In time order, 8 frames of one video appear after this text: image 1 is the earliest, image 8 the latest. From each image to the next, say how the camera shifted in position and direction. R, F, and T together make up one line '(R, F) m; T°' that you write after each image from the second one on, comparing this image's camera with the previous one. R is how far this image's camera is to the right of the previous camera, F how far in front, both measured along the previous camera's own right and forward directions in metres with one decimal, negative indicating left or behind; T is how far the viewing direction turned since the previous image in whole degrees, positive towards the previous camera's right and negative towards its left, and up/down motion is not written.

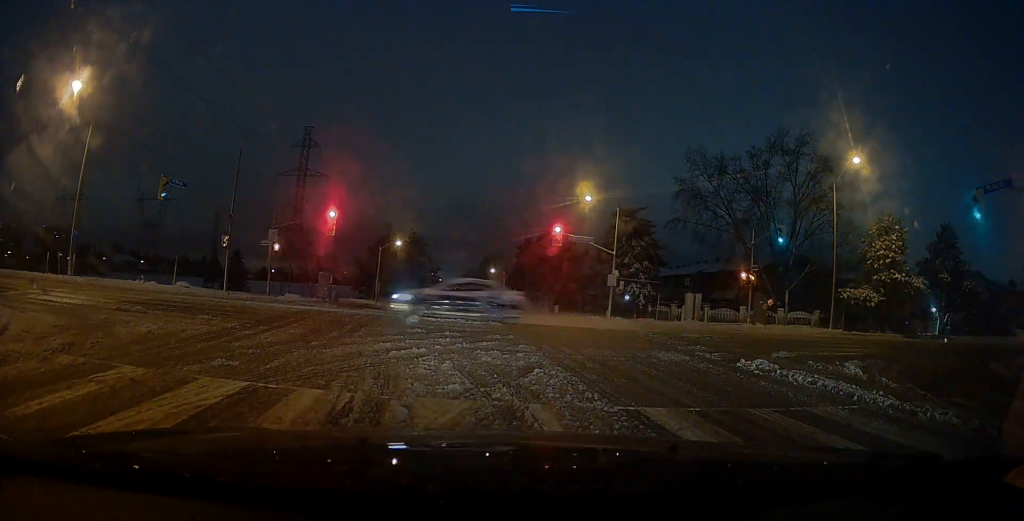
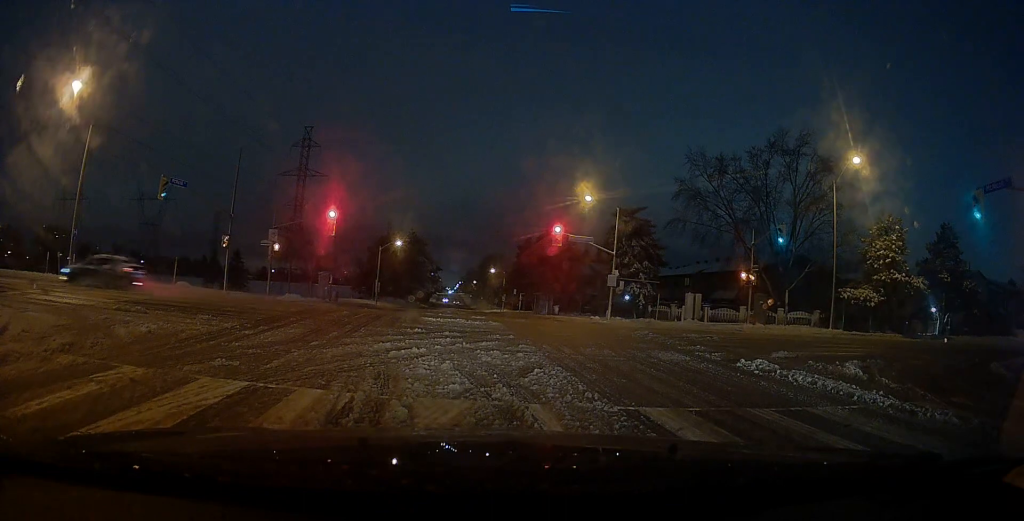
(0.0, 0.0) m; 0°
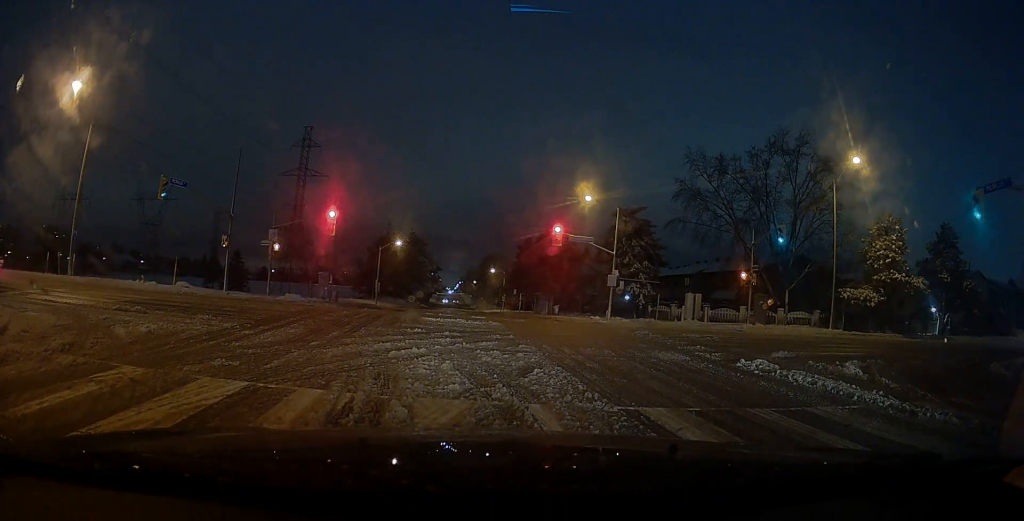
(0.0, 0.0) m; 0°
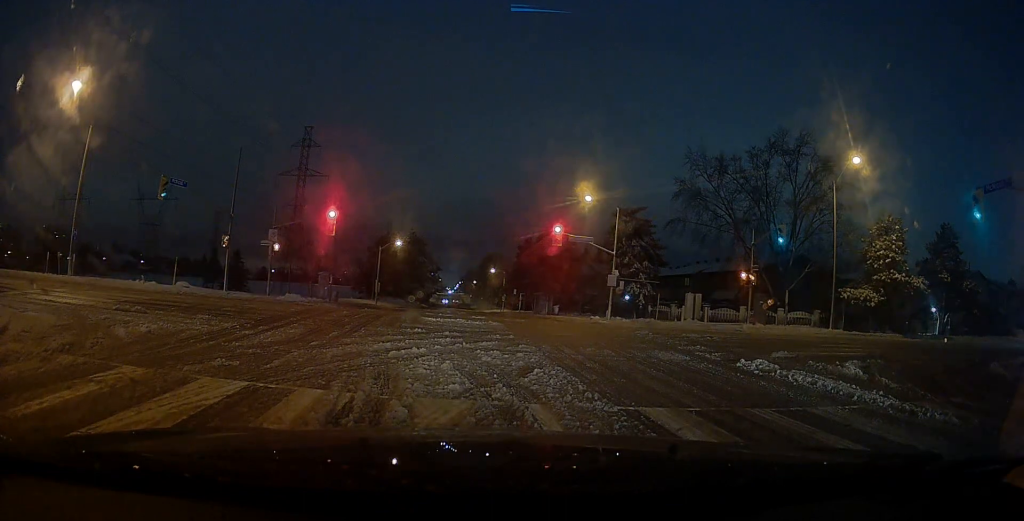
(0.0, 0.0) m; 0°
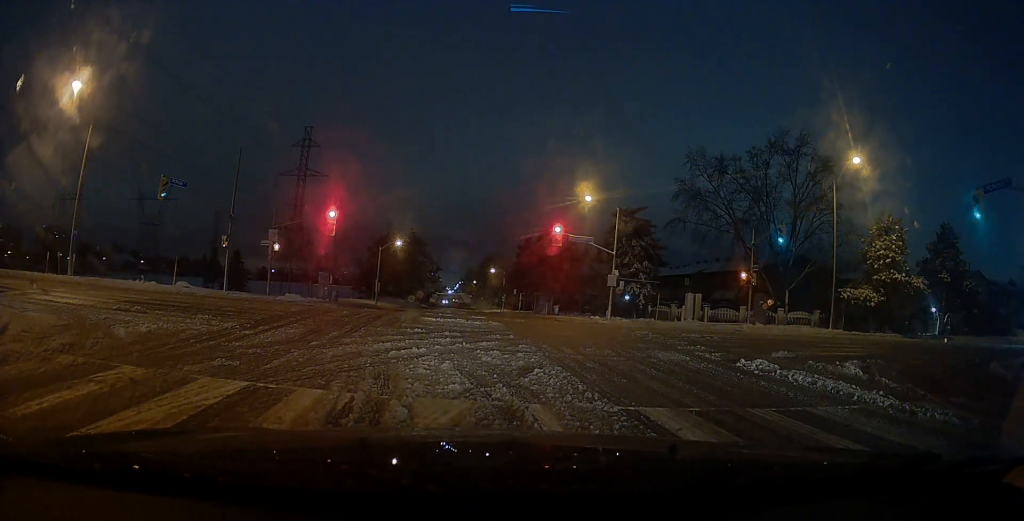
(0.0, 0.0) m; 0°
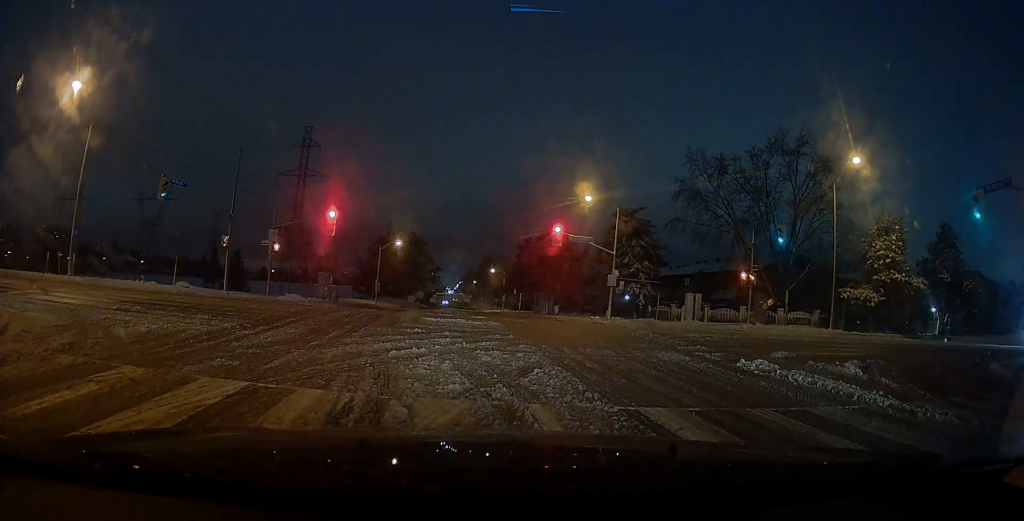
(0.0, 0.0) m; 0°
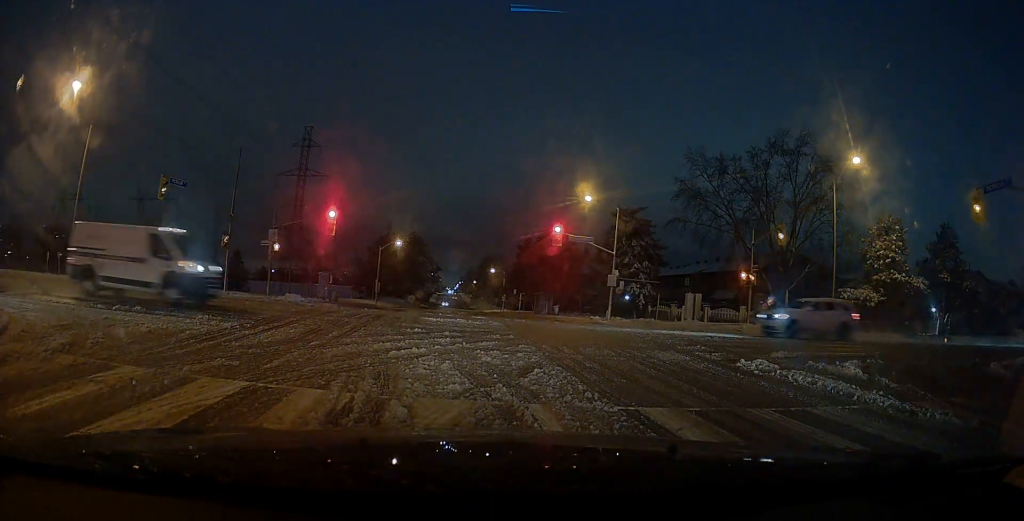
(0.0, 0.0) m; 0°
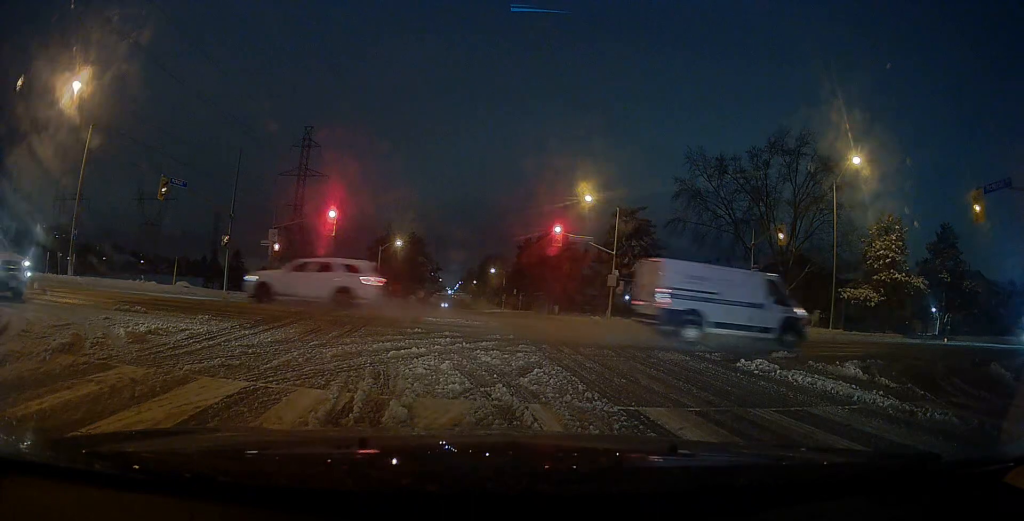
(0.0, 0.0) m; 0°
